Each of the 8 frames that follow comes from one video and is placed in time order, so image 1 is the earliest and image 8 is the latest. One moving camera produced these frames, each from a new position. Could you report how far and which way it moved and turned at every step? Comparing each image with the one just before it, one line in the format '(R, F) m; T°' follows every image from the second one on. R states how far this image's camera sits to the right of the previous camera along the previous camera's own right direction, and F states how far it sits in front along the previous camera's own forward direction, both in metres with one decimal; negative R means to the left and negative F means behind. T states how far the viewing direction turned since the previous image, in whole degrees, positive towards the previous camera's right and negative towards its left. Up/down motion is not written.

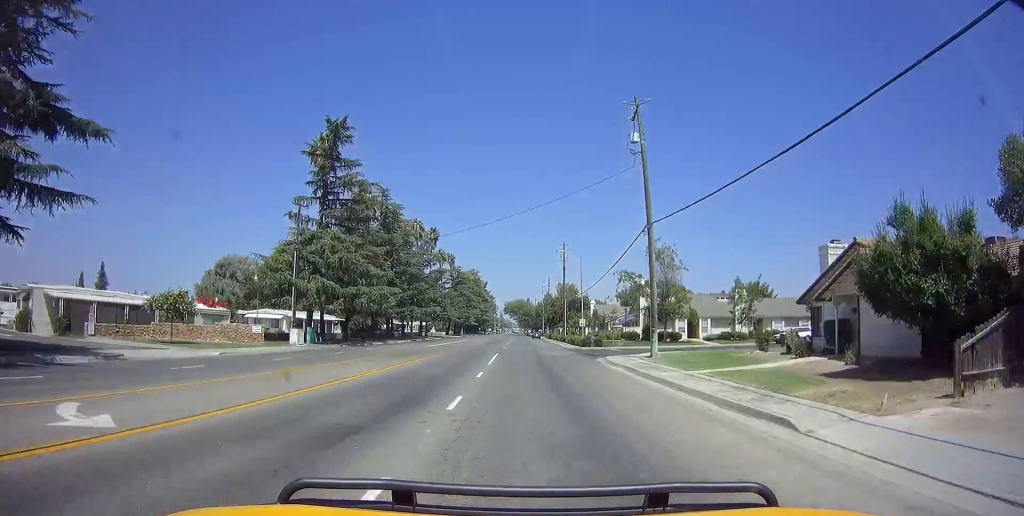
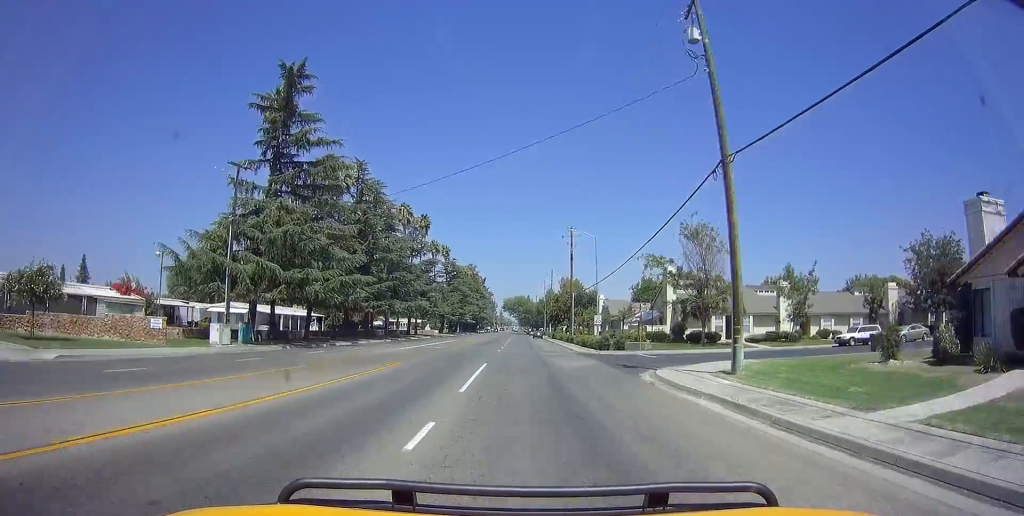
(+0.3, +10.8) m; 0°
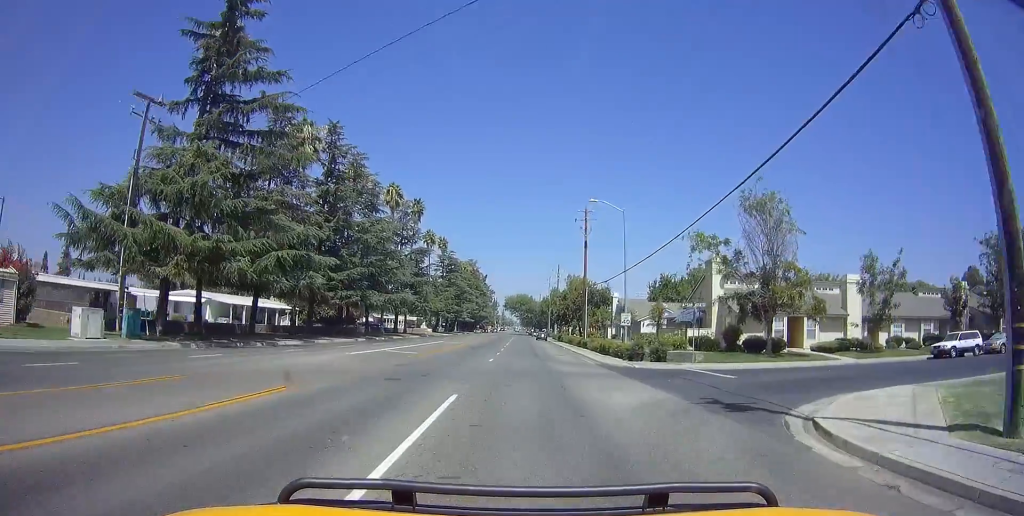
(-0.4, +10.8) m; -2°
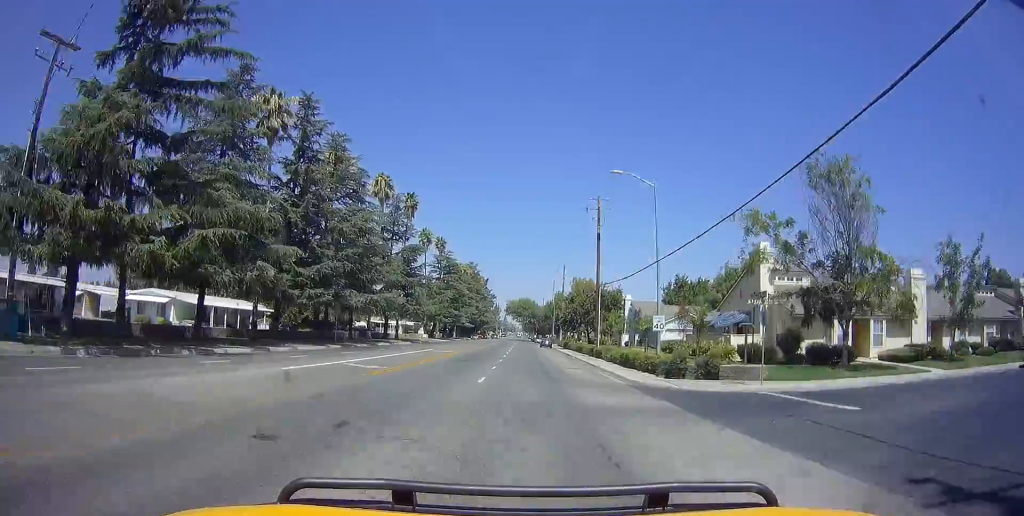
(-0.1, +7.4) m; -1°
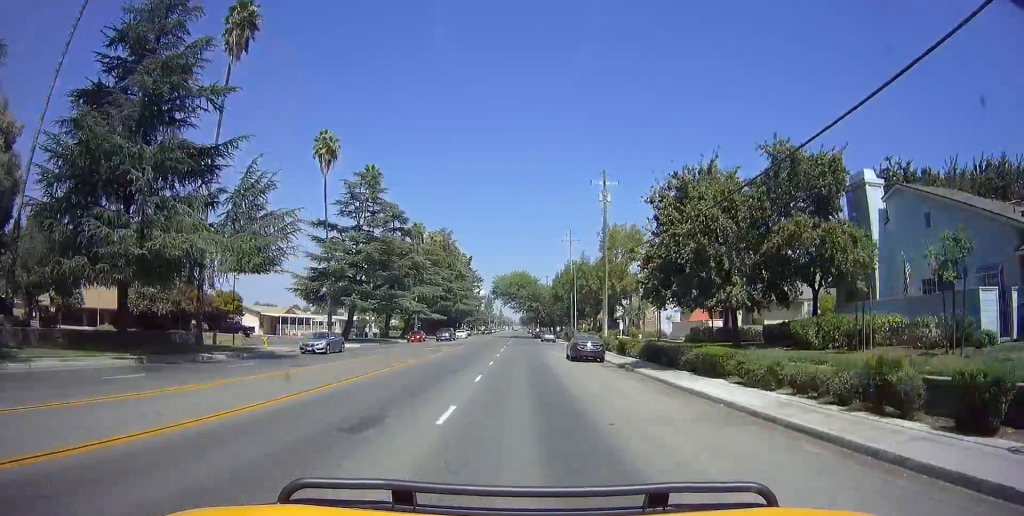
(0.0, +53.1) m; 0°
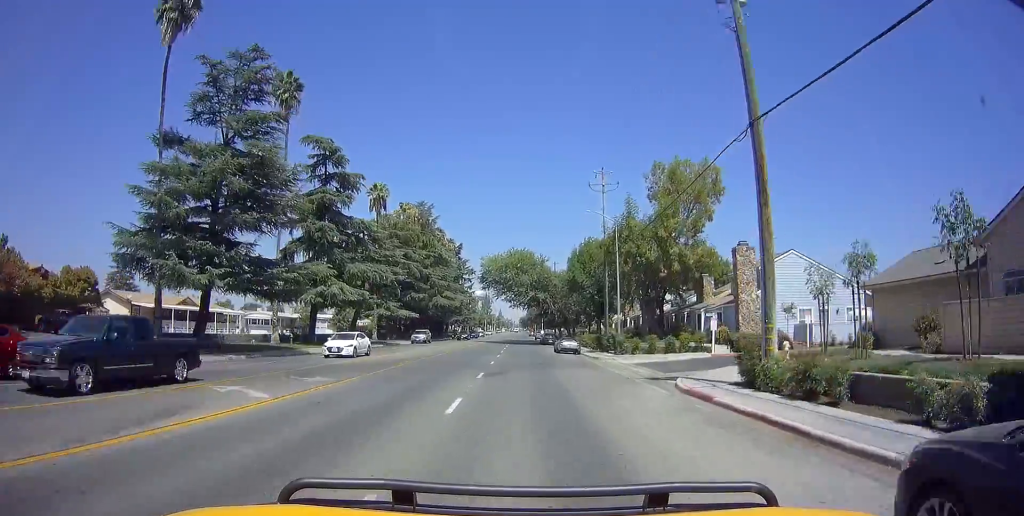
(0.0, +28.8) m; +2°
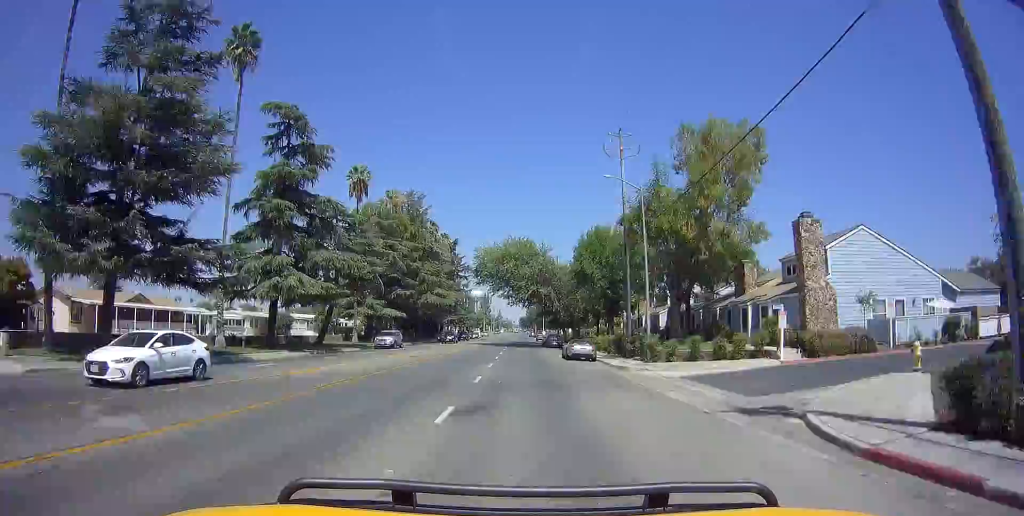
(0.0, +8.6) m; +1°
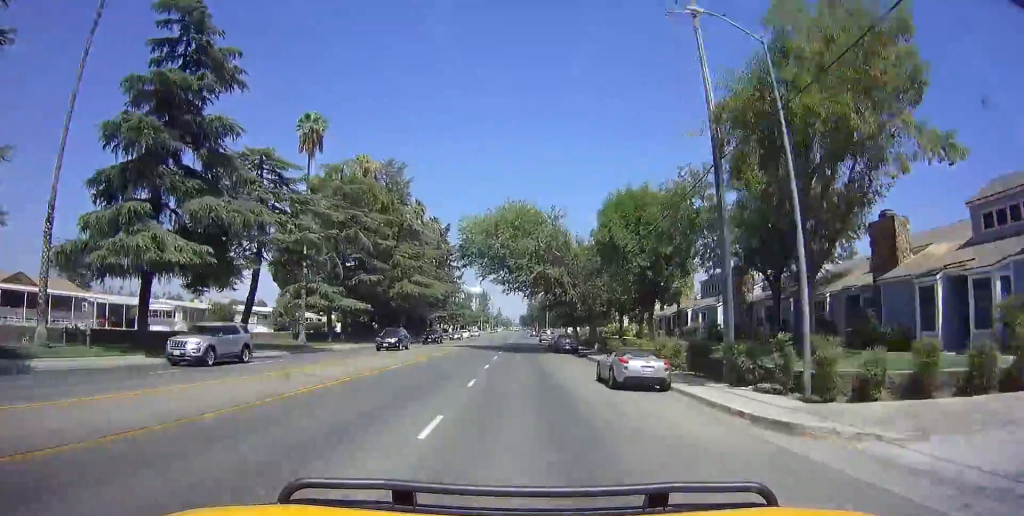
(+0.6, +16.0) m; 0°
